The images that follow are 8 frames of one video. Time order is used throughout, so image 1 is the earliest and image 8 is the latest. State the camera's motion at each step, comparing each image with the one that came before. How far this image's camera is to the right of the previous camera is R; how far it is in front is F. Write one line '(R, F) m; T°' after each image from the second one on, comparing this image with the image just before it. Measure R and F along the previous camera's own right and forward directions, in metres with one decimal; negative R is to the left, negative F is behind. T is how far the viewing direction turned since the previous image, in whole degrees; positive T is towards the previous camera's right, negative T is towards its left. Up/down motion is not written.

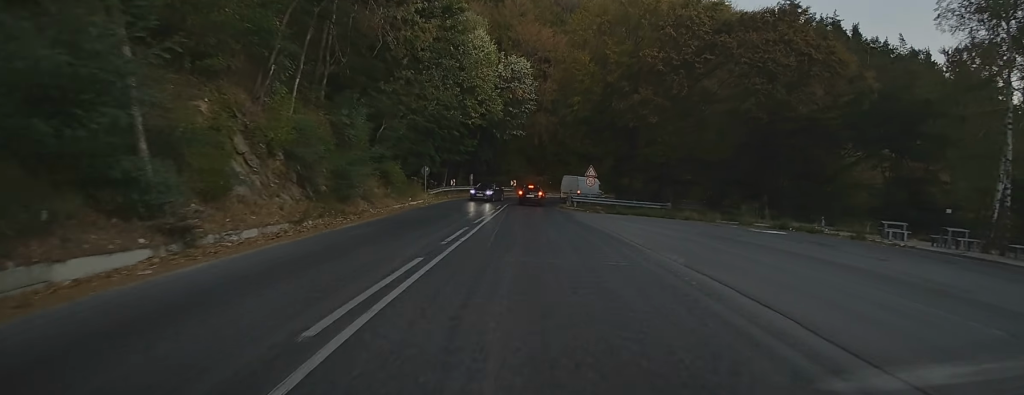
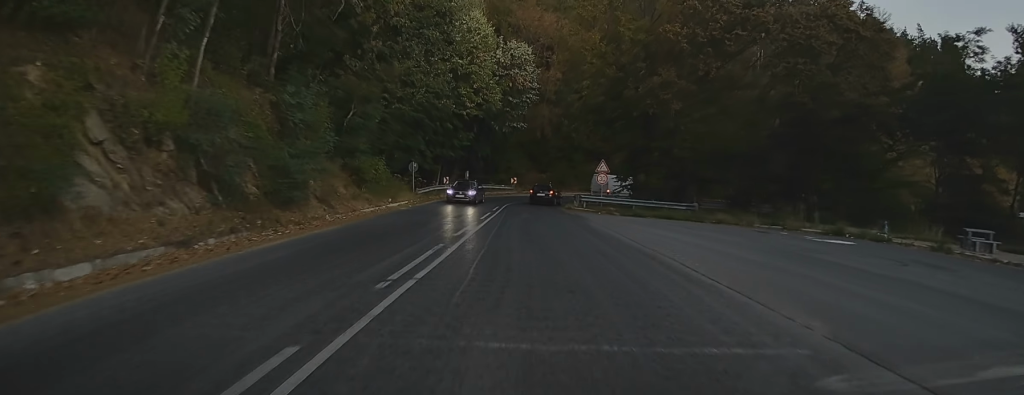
(+0.1, +6.7) m; -1°
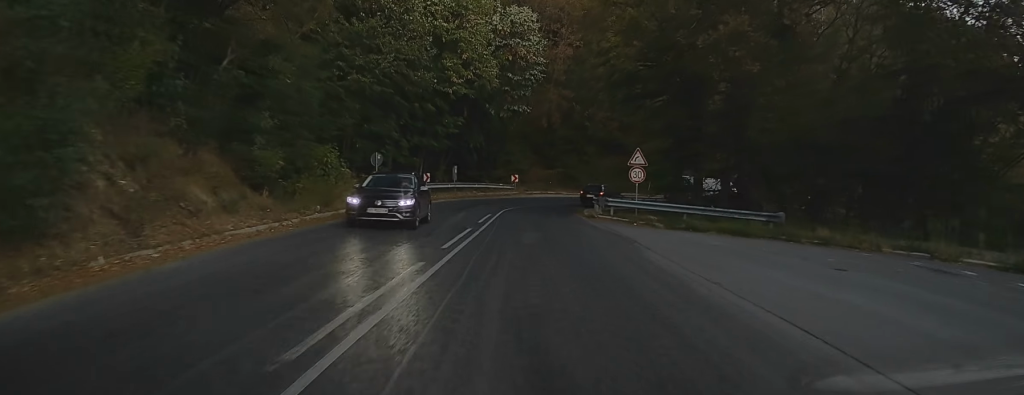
(0.0, +12.8) m; -1°
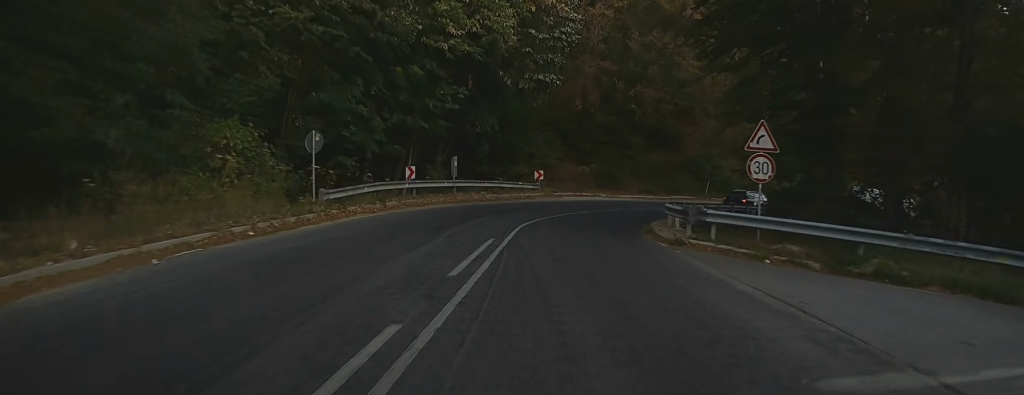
(-0.3, +13.9) m; +2°
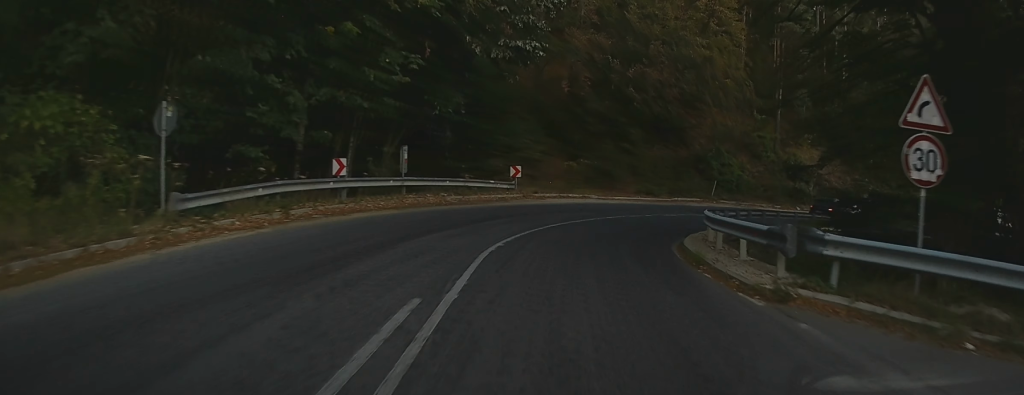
(+0.1, +8.2) m; +4°
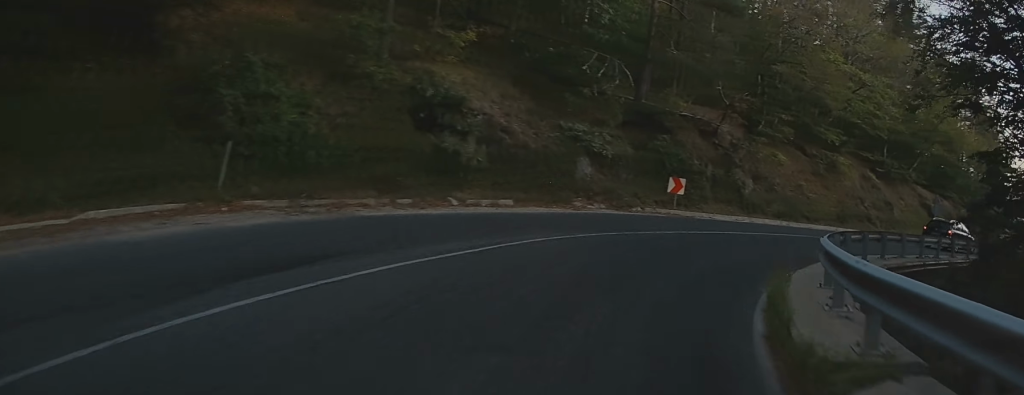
(+8.4, +27.0) m; +39°
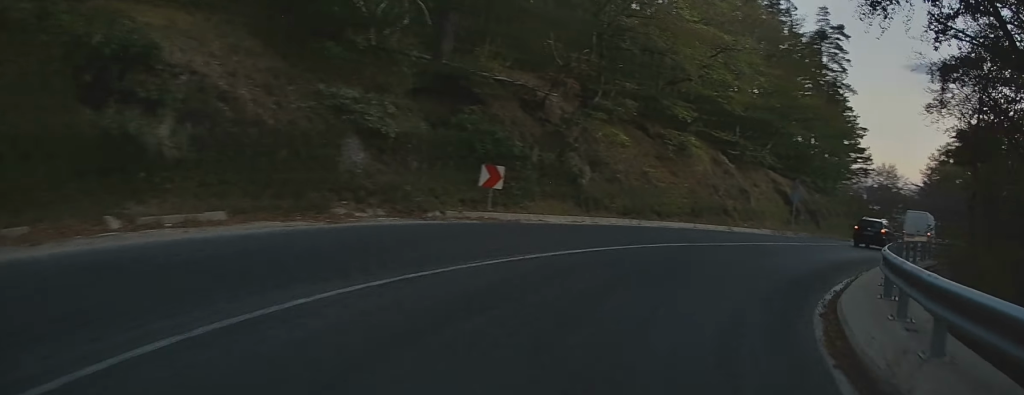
(+0.4, +8.2) m; +14°
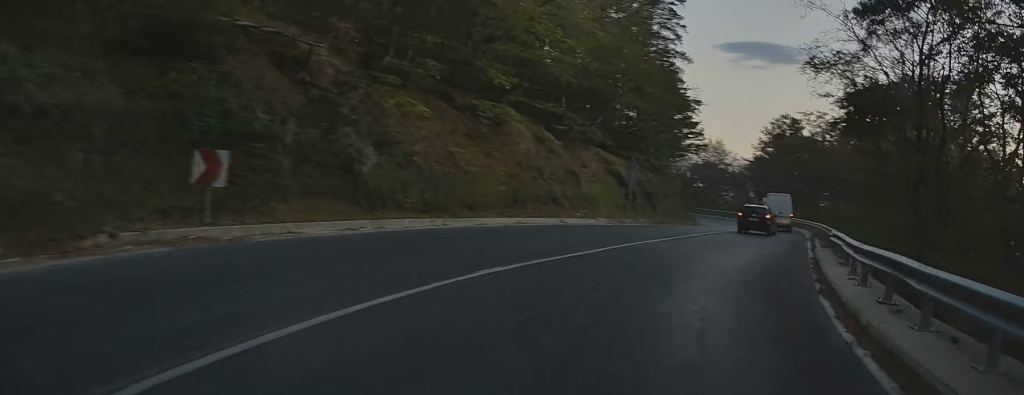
(+1.4, +7.9) m; +10°
